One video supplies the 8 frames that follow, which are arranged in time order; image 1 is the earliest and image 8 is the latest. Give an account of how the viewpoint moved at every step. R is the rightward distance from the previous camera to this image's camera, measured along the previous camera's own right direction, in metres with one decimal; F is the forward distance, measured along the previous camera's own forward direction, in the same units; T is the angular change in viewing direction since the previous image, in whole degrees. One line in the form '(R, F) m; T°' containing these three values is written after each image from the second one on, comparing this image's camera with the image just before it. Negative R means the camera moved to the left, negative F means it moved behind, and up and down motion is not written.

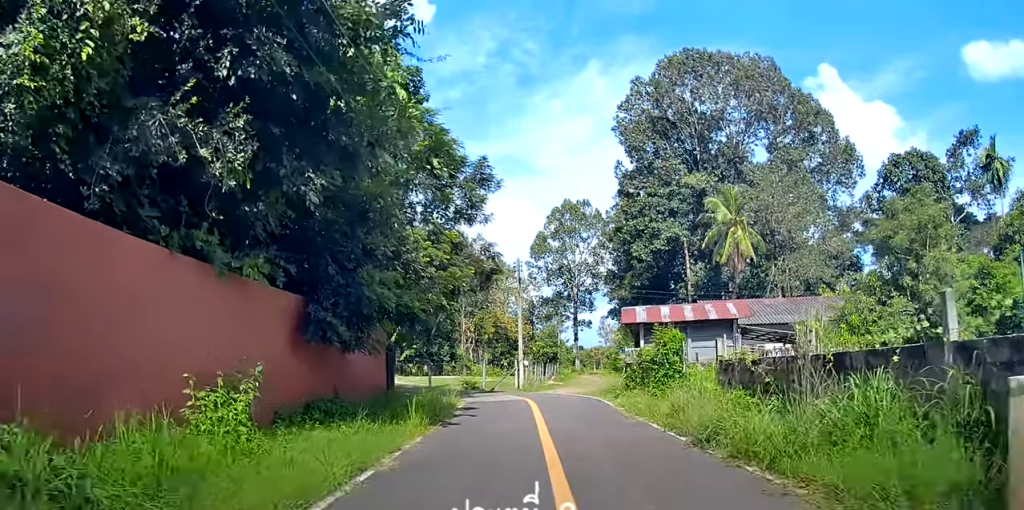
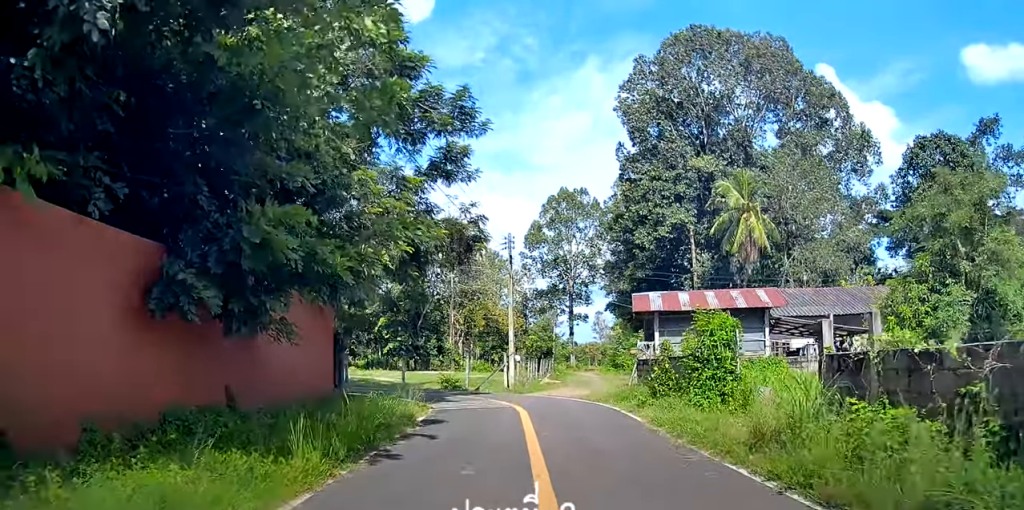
(-0.1, +5.2) m; -1°
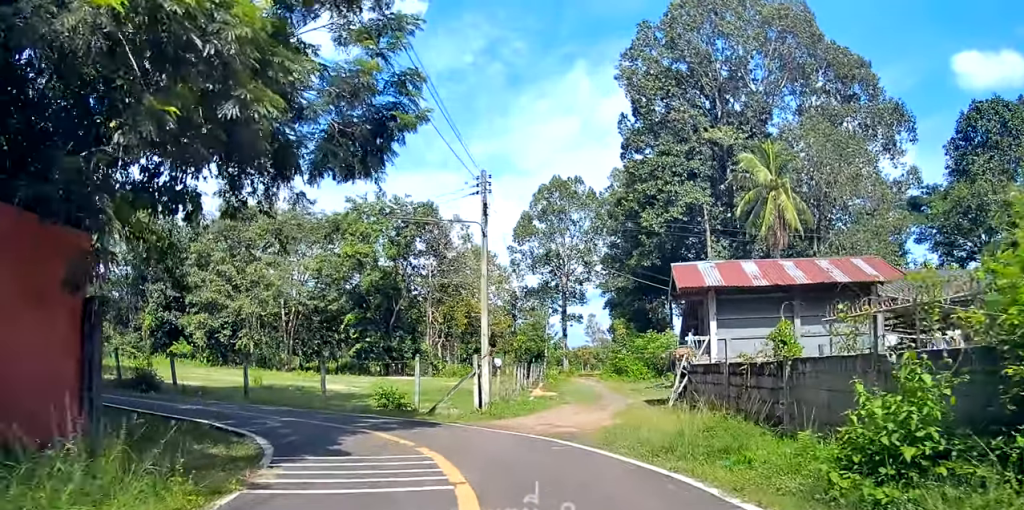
(+0.2, +10.4) m; +3°
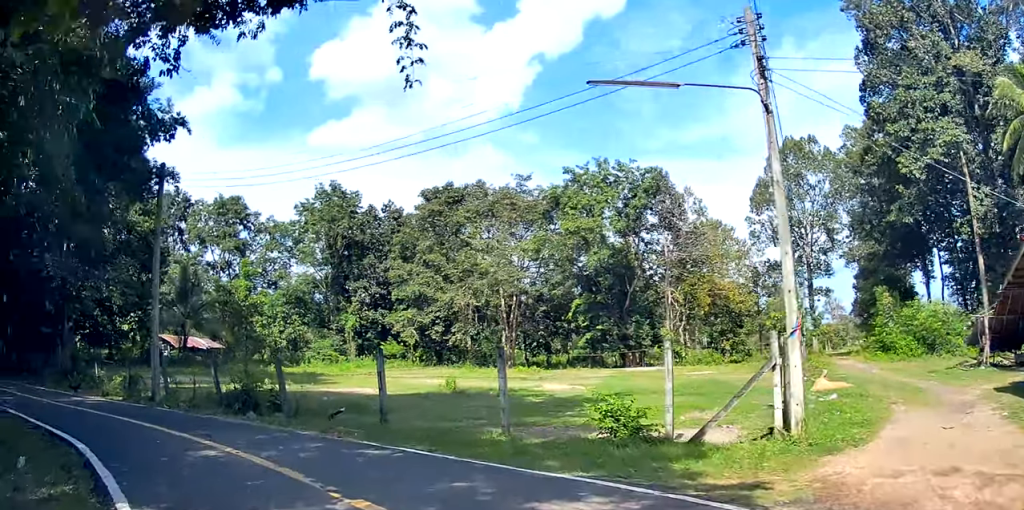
(-0.4, +9.4) m; -12°
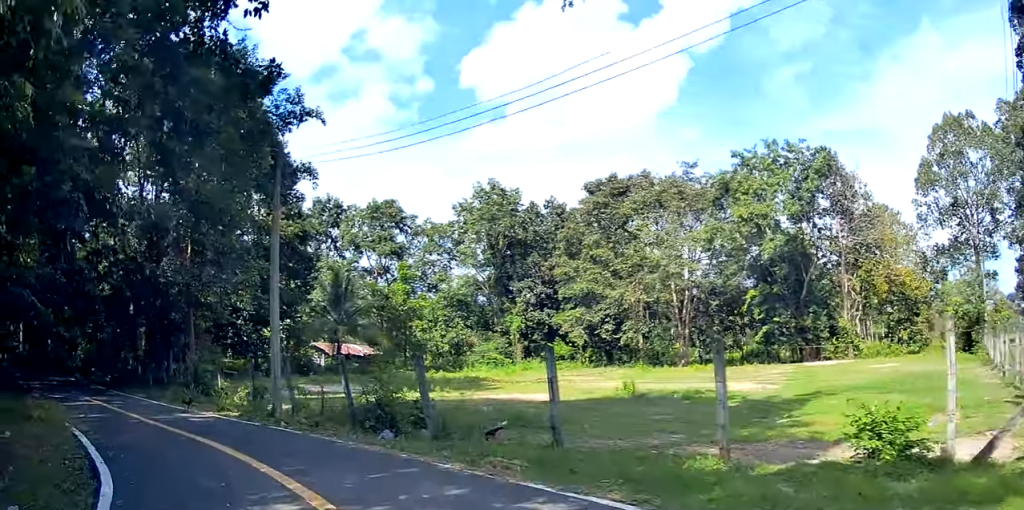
(-0.3, +3.5) m; -7°
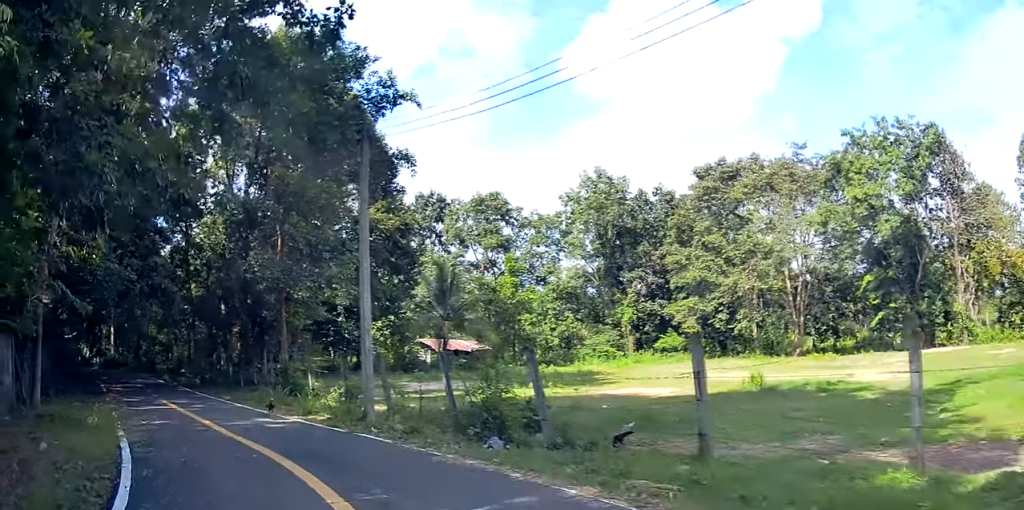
(-0.2, +2.2) m; -4°
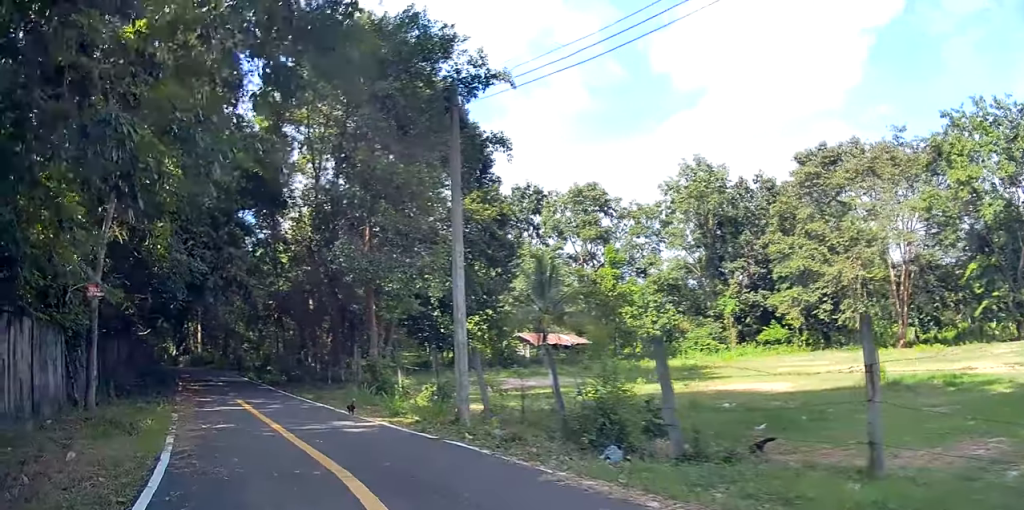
(-0.1, +2.2) m; -5°
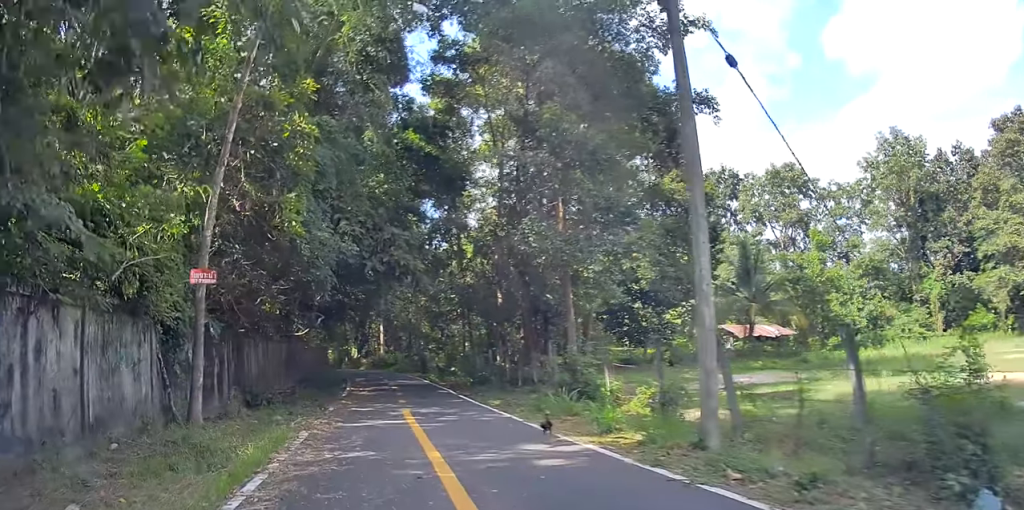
(-0.2, +4.4) m; -12°
